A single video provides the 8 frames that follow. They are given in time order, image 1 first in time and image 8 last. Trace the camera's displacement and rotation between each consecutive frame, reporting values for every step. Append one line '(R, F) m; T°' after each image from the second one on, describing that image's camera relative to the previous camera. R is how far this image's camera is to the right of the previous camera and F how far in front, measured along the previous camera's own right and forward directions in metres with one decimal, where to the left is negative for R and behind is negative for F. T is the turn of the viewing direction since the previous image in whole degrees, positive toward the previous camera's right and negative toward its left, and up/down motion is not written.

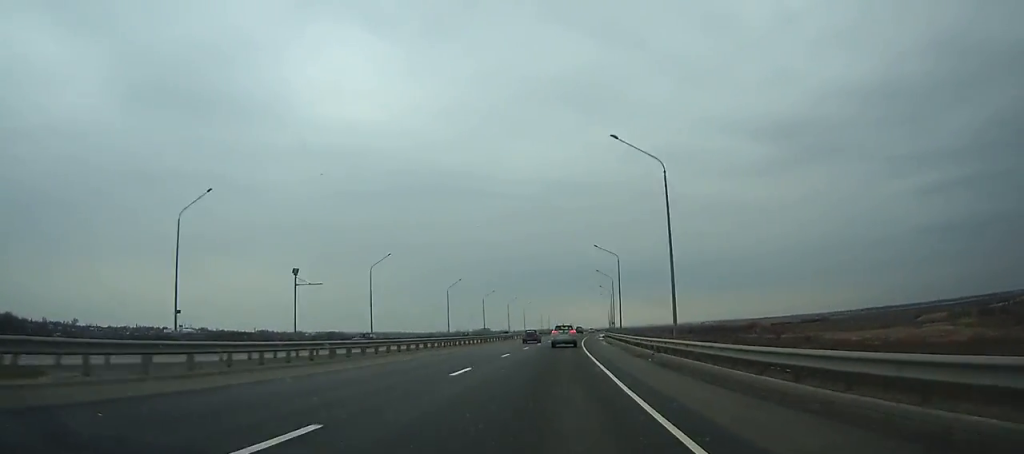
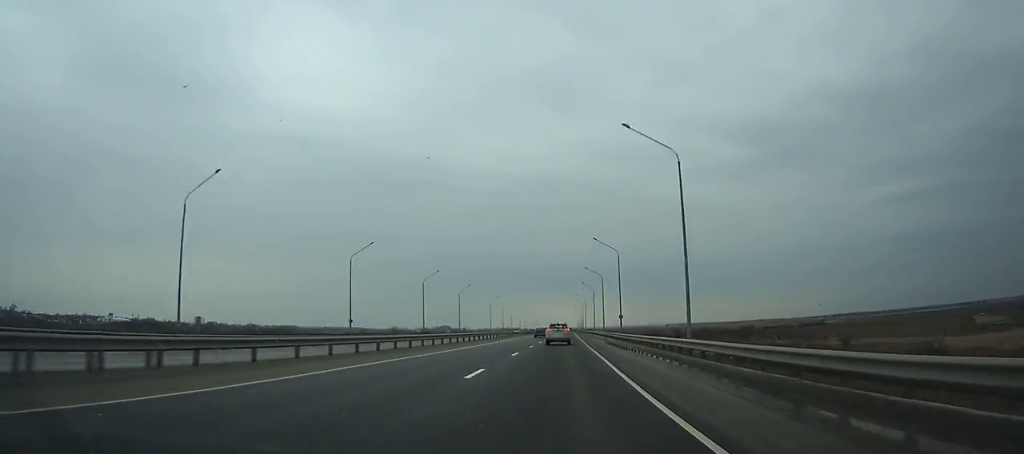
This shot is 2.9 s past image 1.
(+2.5, +73.6) m; +3°
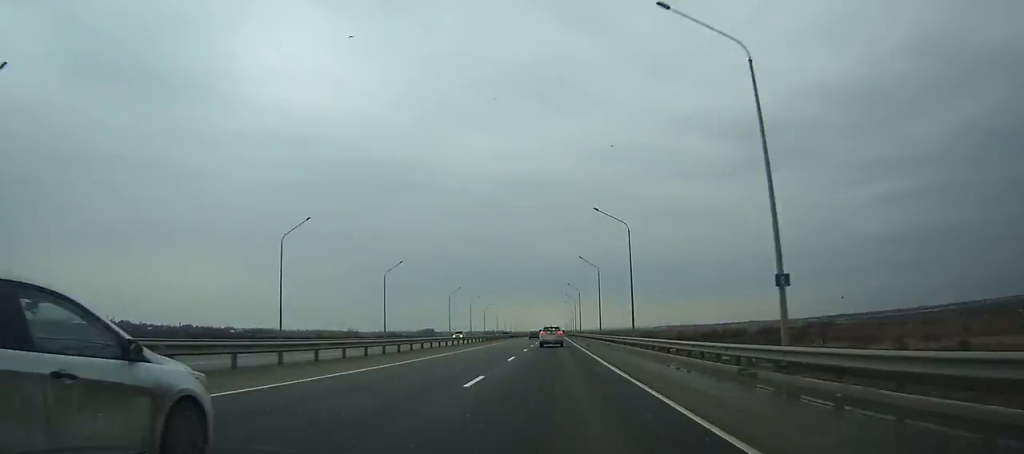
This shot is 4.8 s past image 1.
(+0.8, +48.0) m; +1°
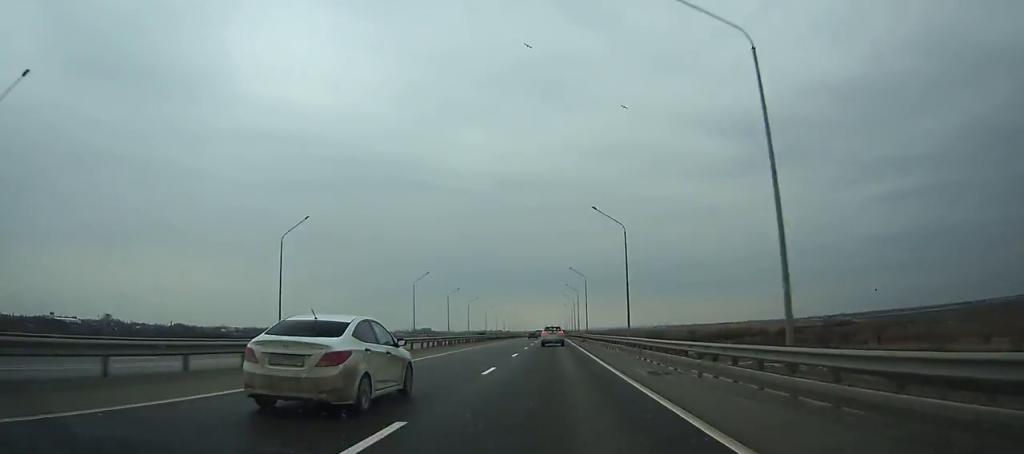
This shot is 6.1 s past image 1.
(+0.2, +32.7) m; 0°
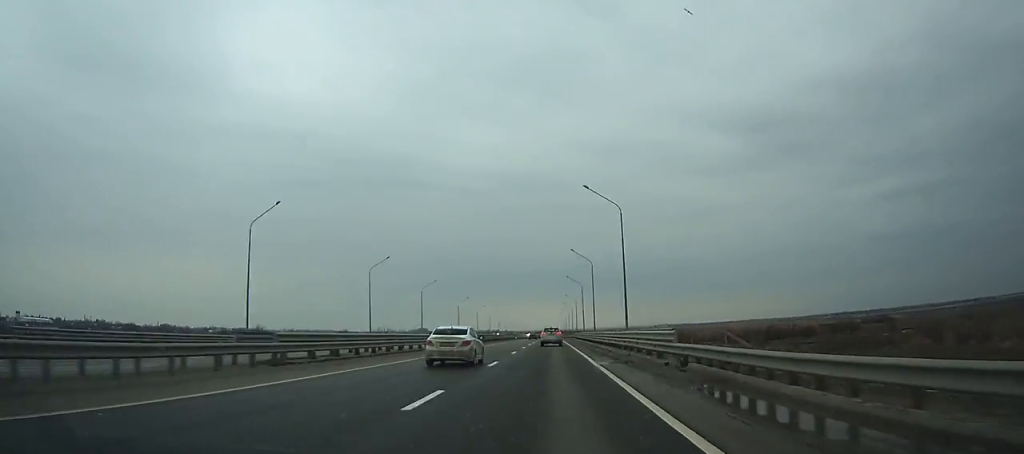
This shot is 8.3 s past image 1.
(+0.1, +55.4) m; 0°
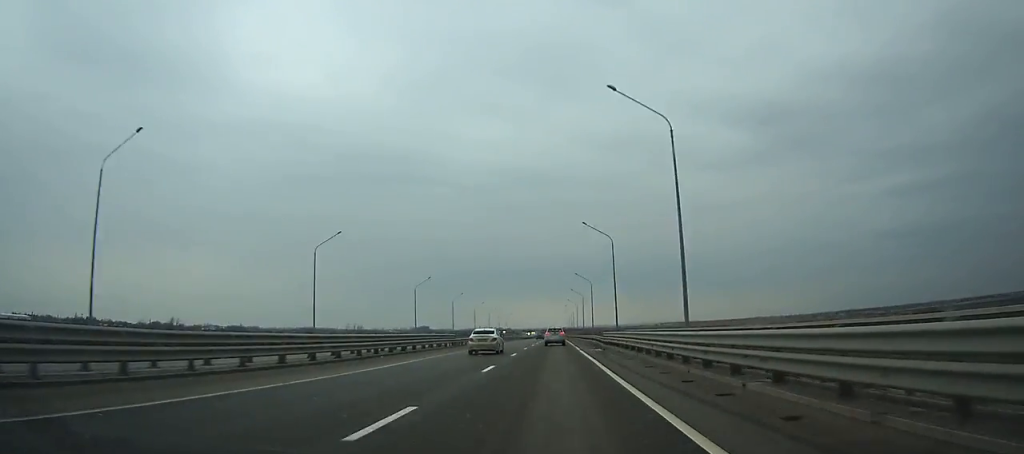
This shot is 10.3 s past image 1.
(0.0, +50.5) m; 0°
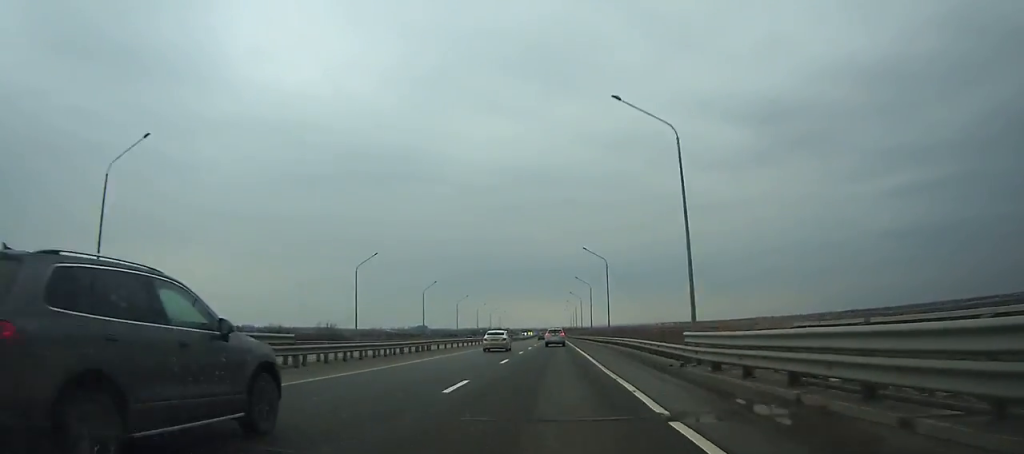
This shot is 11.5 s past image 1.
(0.0, +30.4) m; 0°
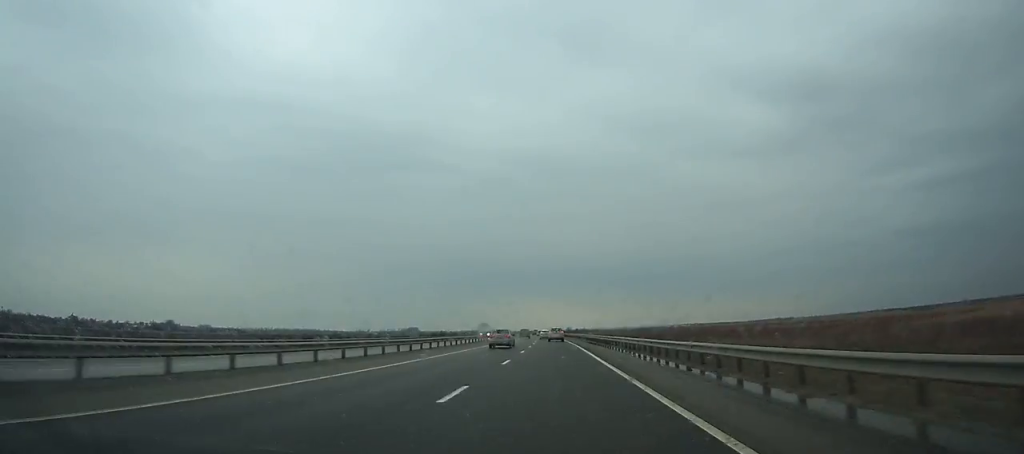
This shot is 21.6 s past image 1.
(-0.3, +263.1) m; -1°
